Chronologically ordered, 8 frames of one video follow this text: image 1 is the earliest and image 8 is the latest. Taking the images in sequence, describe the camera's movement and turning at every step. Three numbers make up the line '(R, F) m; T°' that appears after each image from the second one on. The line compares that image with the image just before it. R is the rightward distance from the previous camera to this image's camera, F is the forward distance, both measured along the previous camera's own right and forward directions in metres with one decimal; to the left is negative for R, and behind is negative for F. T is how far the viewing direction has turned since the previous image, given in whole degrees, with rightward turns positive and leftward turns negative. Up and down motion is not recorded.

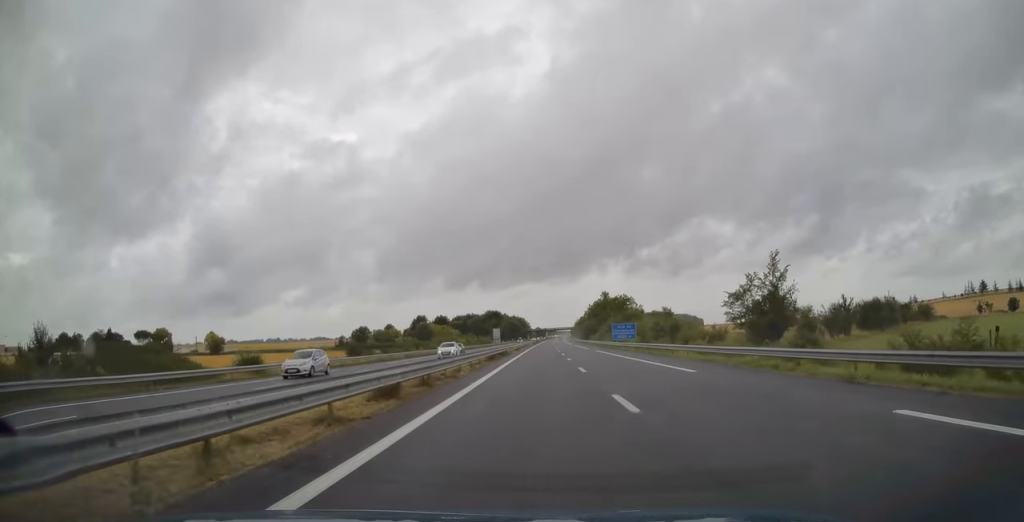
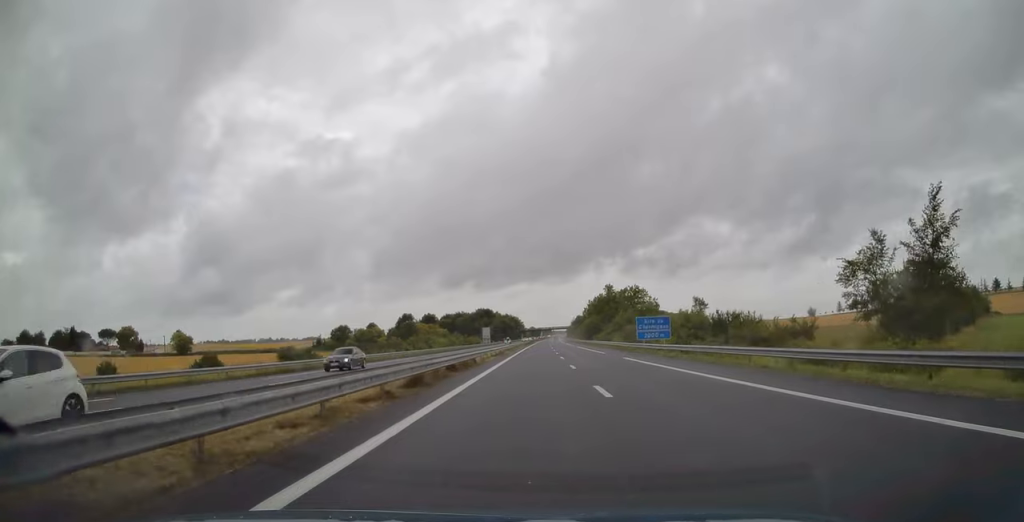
(+0.1, +23.8) m; +1°
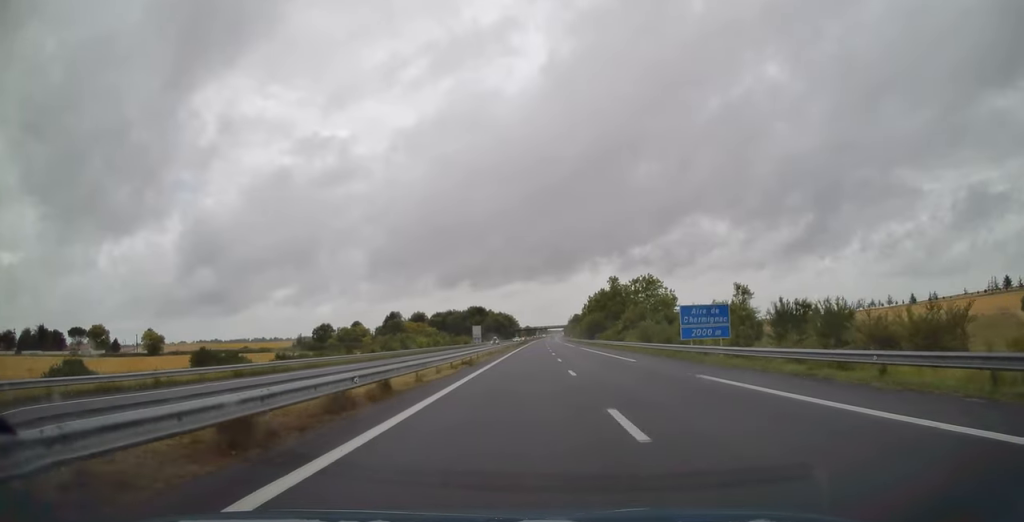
(0.0, +18.5) m; +1°
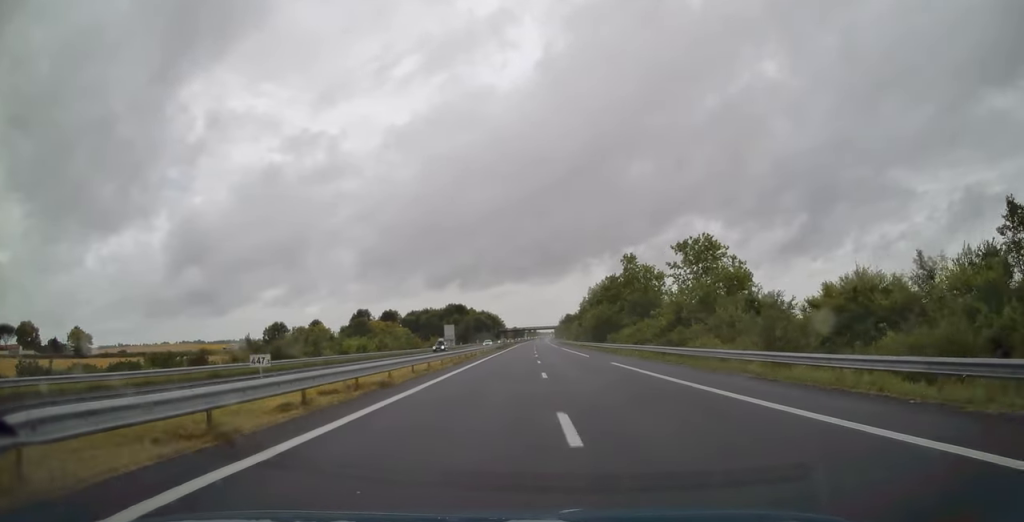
(+0.3, +39.1) m; +1°
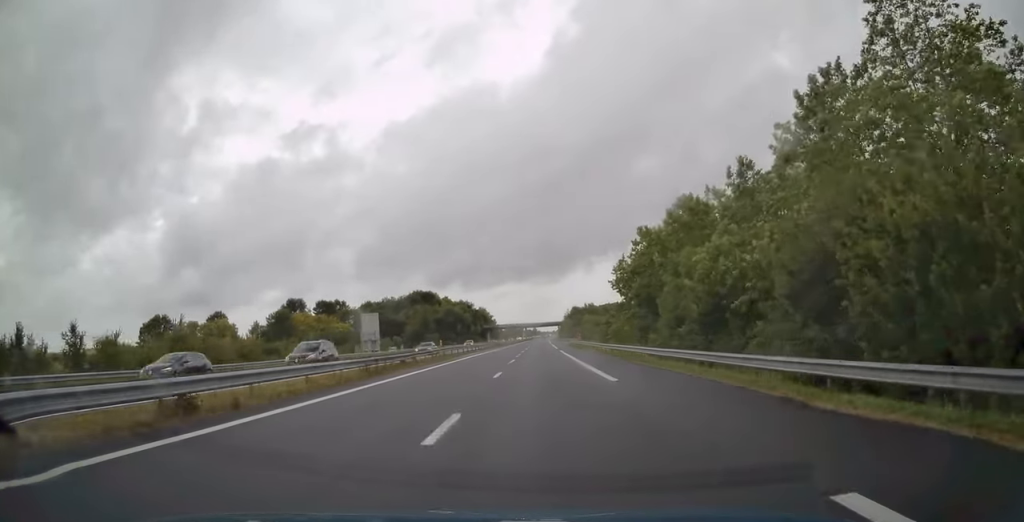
(+0.3, +78.0) m; 0°
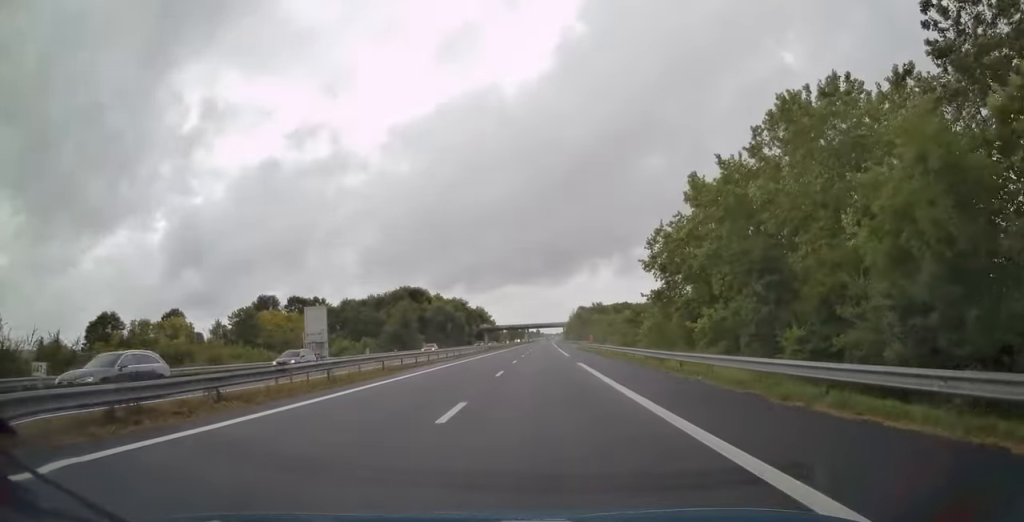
(-0.1, +24.0) m; 0°
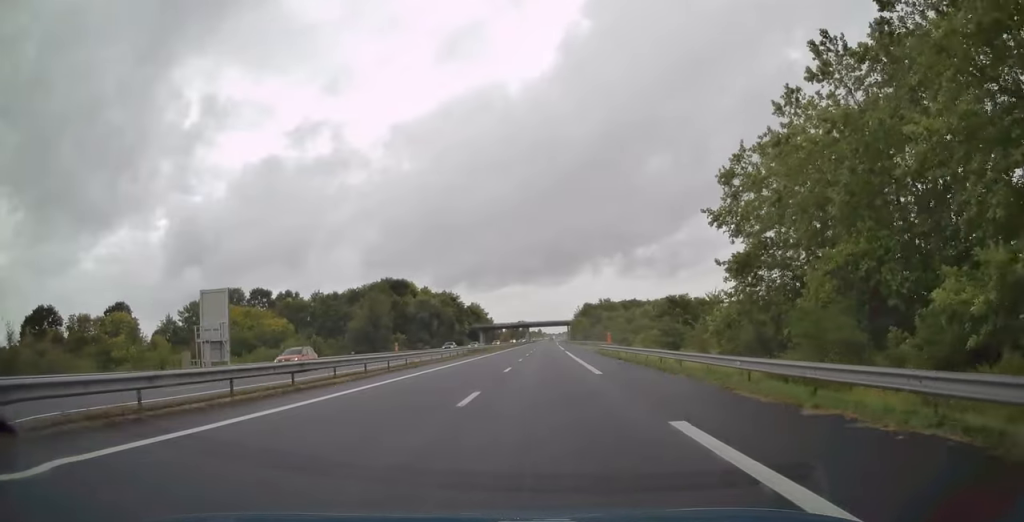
(0.0, +23.4) m; 0°
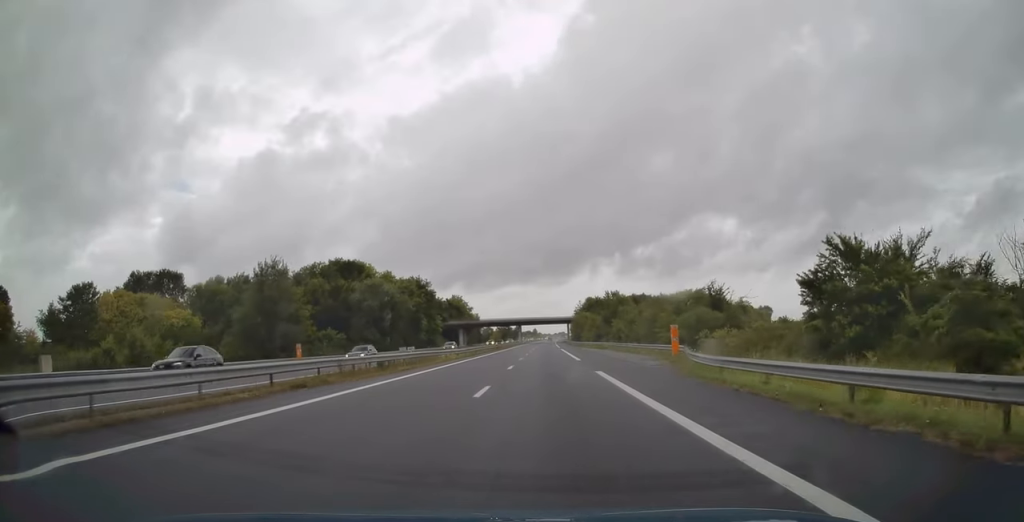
(0.0, +37.4) m; 0°
